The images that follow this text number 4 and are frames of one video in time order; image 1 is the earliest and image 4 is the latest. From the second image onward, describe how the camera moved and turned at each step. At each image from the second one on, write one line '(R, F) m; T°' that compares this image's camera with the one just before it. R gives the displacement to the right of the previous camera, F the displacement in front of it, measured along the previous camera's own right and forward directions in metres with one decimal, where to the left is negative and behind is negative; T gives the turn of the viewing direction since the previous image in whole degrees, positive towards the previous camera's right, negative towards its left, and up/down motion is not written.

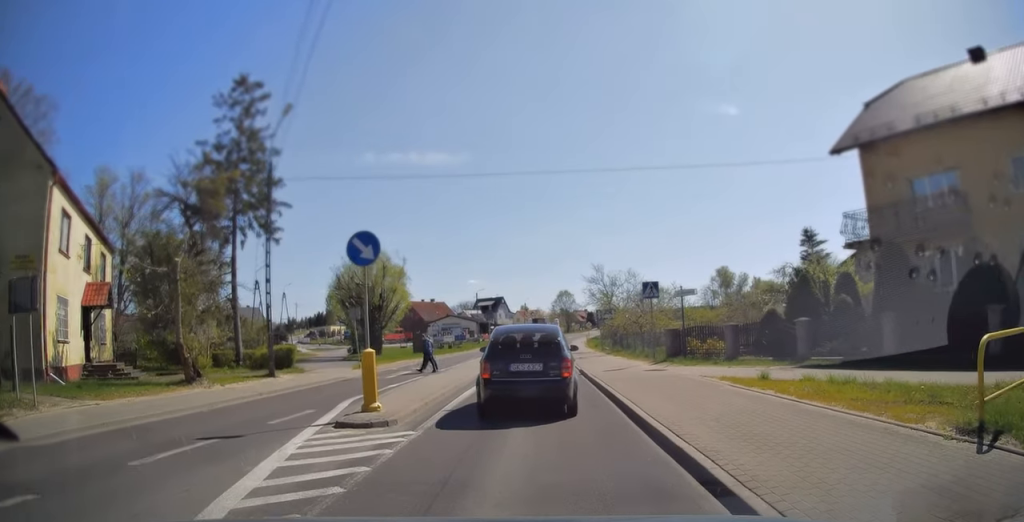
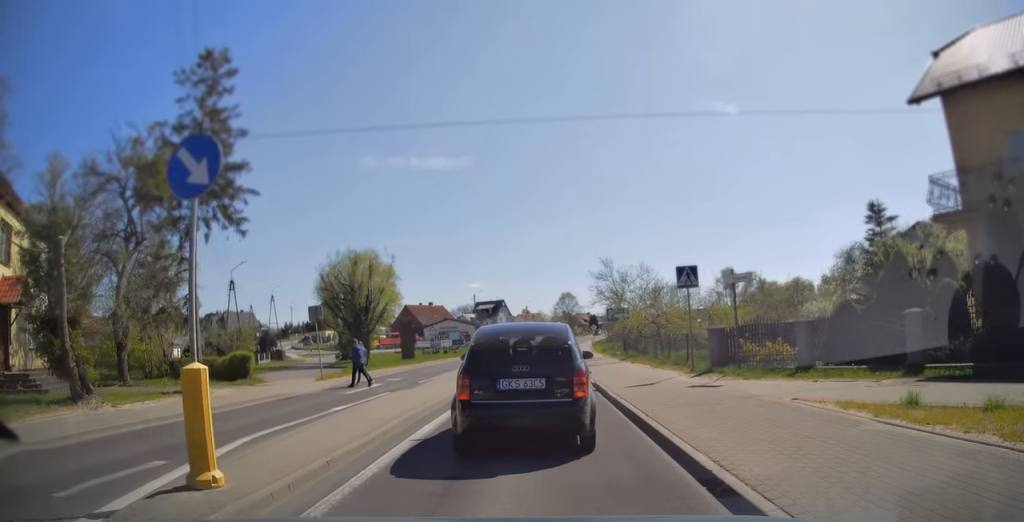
(-0.1, +4.8) m; 0°
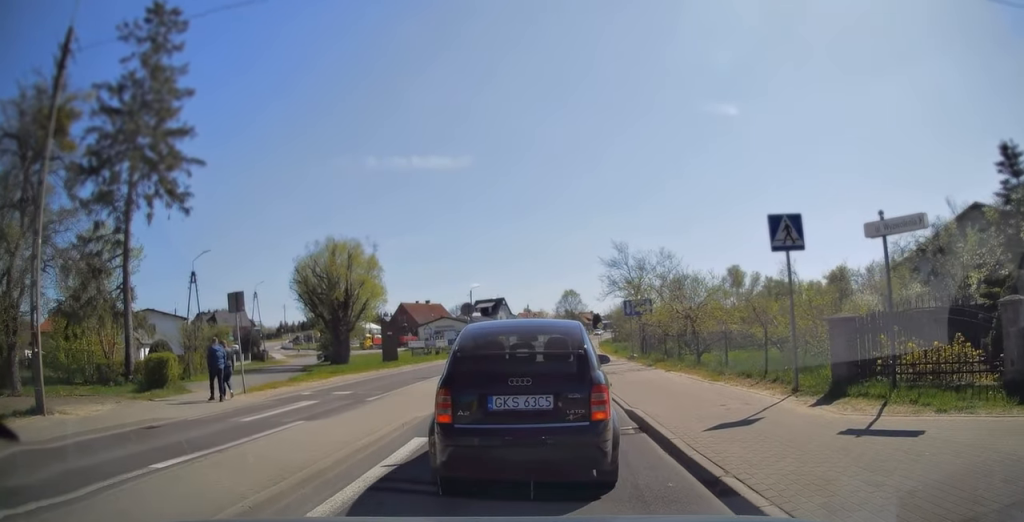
(+0.1, +6.2) m; +1°
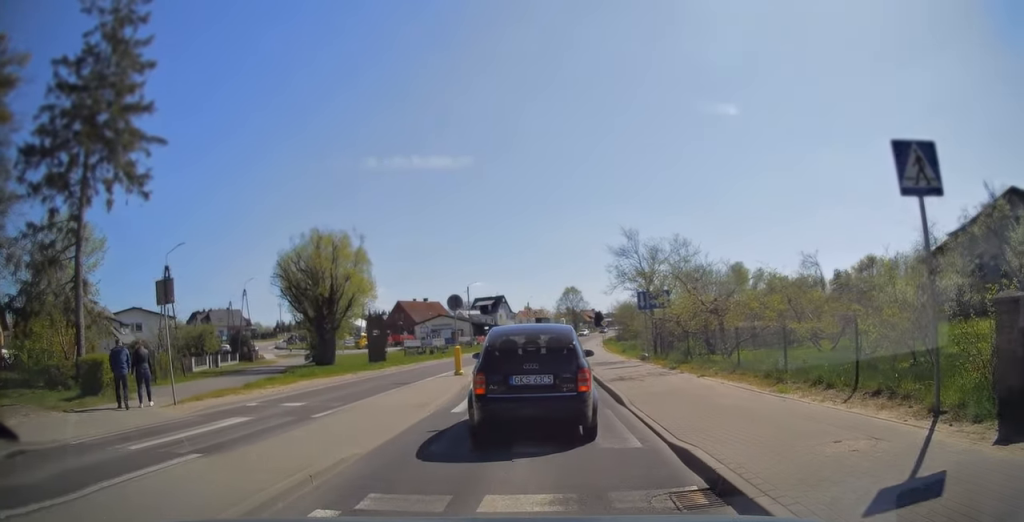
(0.0, +4.0) m; 0°
